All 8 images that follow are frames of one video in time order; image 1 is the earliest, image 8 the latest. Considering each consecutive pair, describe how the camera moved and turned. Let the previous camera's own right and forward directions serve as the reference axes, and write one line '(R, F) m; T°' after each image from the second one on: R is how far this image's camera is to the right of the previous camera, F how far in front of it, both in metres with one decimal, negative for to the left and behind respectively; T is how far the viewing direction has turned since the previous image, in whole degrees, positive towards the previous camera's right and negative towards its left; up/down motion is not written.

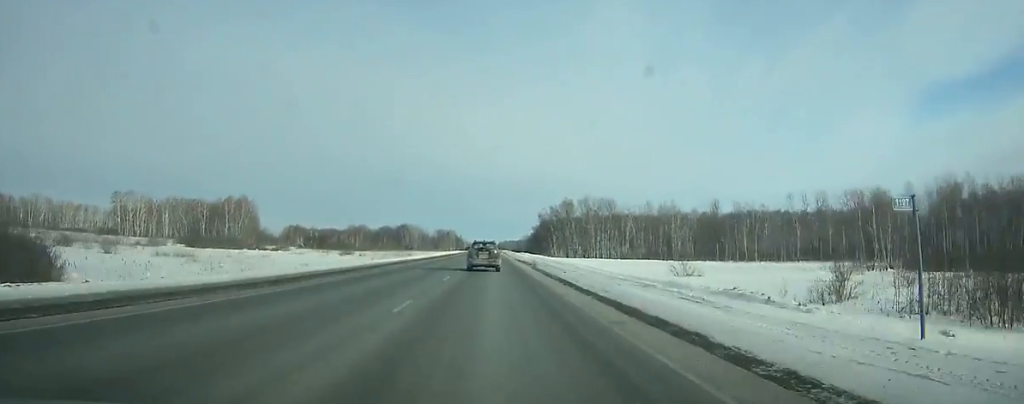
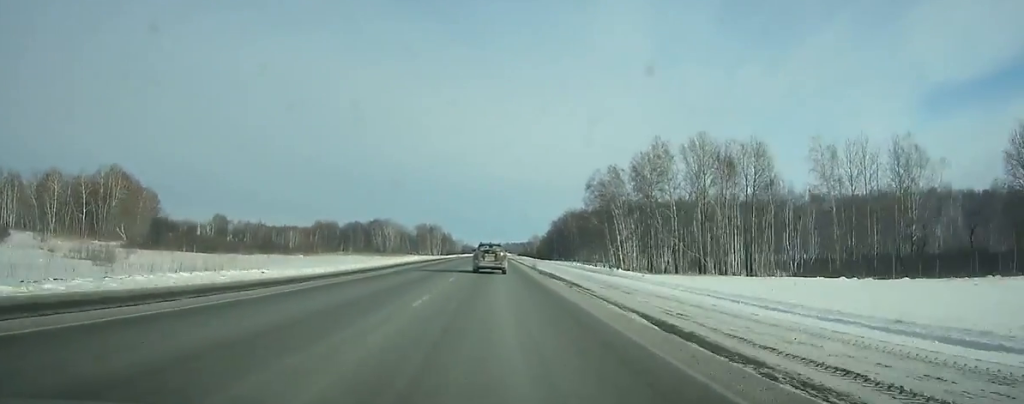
(0.0, +118.1) m; 0°
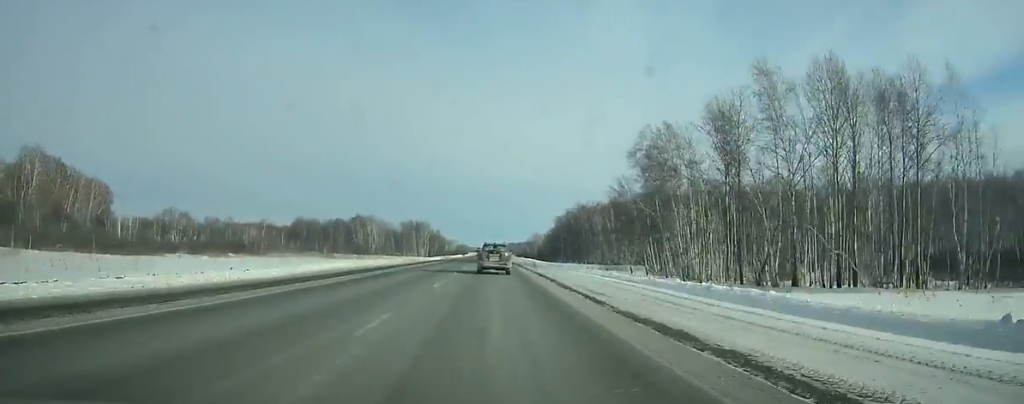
(+0.1, +39.3) m; 0°
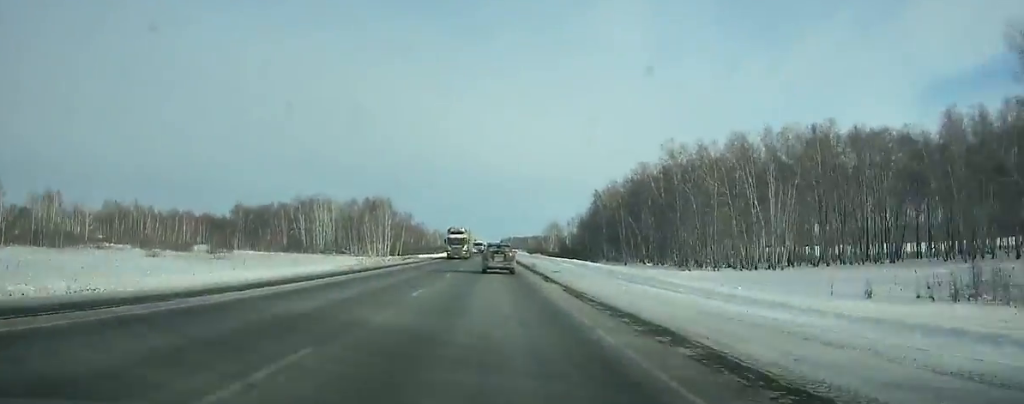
(-0.1, +100.6) m; 0°
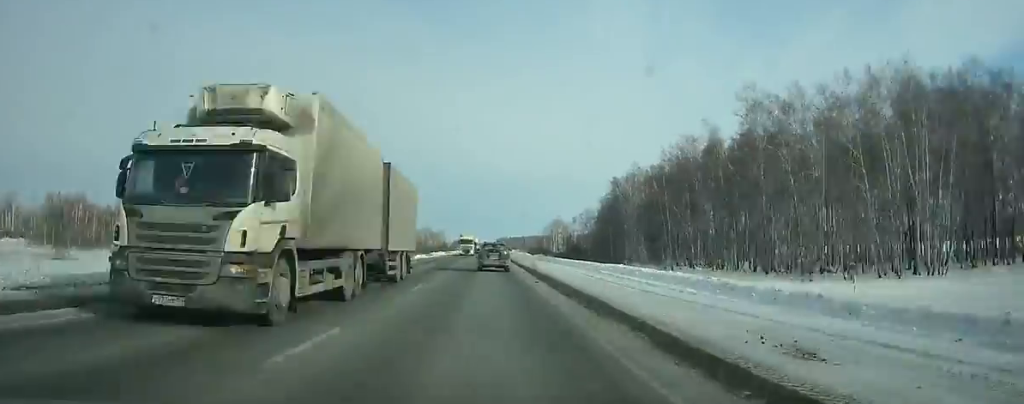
(+0.1, +34.4) m; 0°
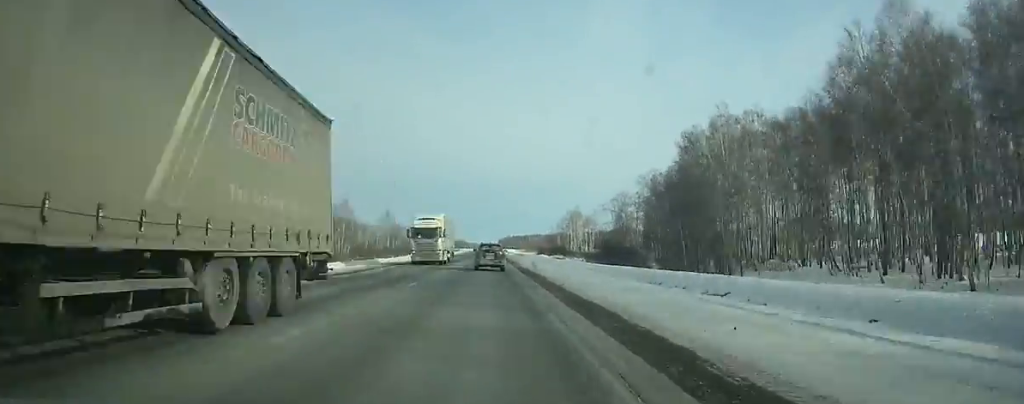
(0.0, +59.1) m; 0°
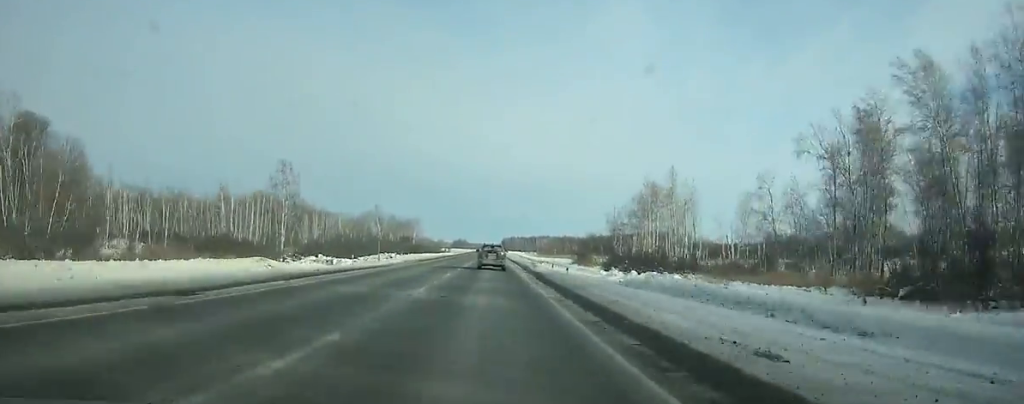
(-0.4, +109.7) m; 0°
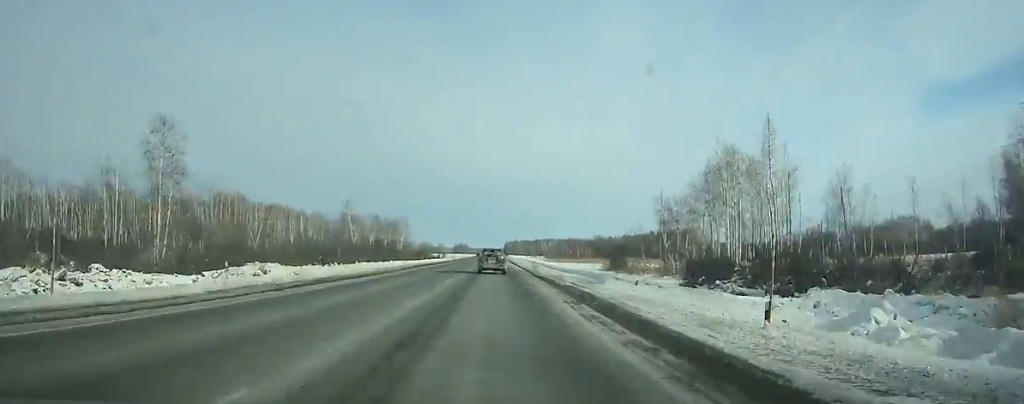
(0.0, +40.6) m; 0°
